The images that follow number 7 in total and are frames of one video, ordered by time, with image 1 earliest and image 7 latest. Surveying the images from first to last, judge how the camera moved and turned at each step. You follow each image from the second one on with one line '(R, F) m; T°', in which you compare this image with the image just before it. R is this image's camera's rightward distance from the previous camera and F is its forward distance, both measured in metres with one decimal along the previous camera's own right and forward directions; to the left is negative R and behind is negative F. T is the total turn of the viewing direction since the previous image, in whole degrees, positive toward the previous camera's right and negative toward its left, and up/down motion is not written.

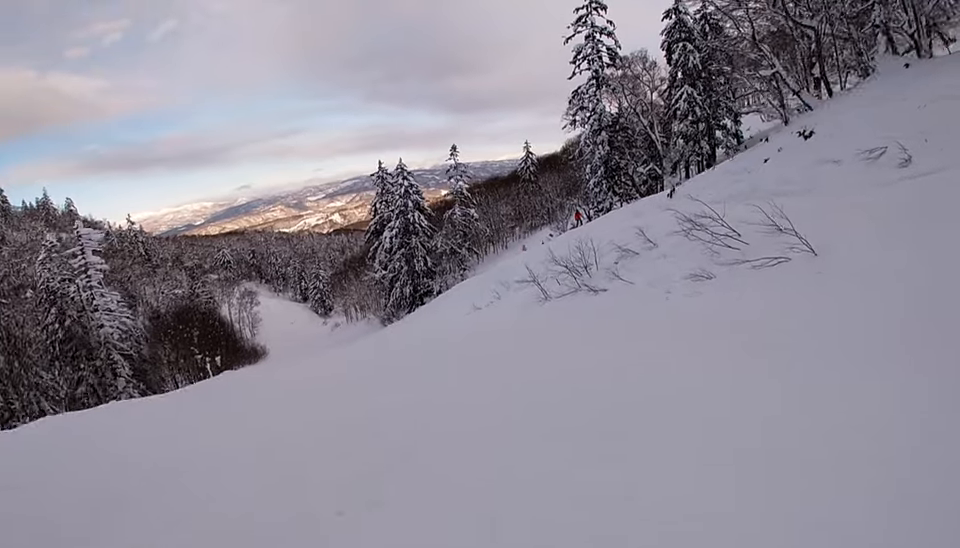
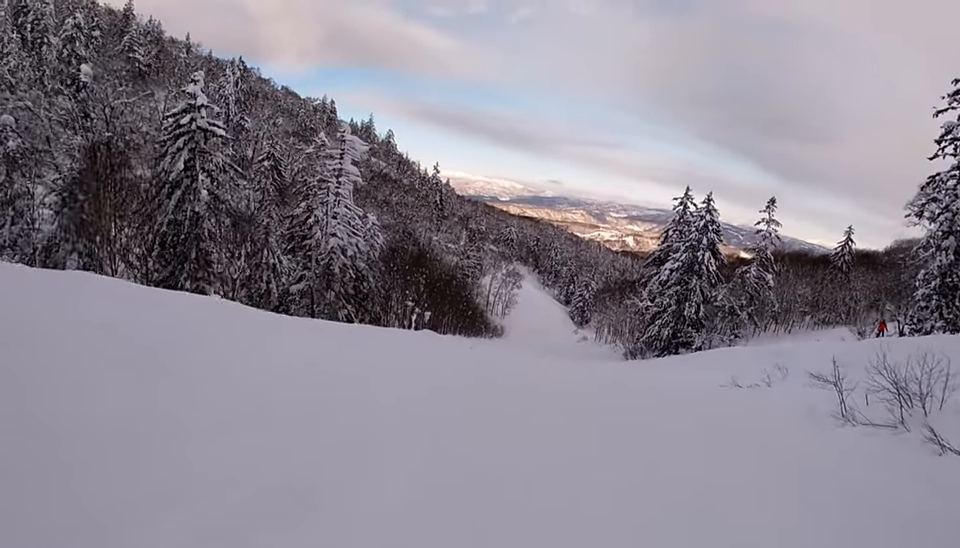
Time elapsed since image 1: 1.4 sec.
(-0.7, +8.5) m; -11°
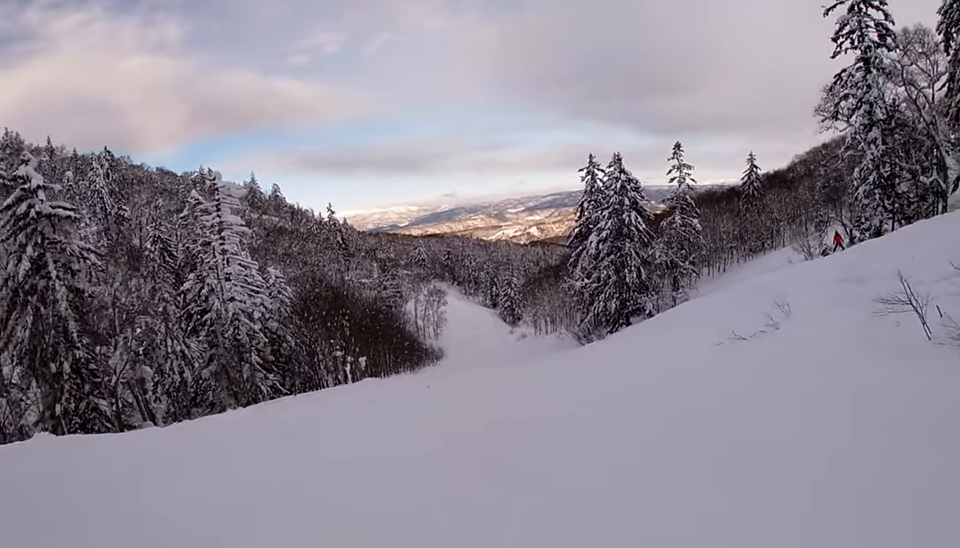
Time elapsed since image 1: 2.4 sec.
(-0.6, +5.8) m; +6°
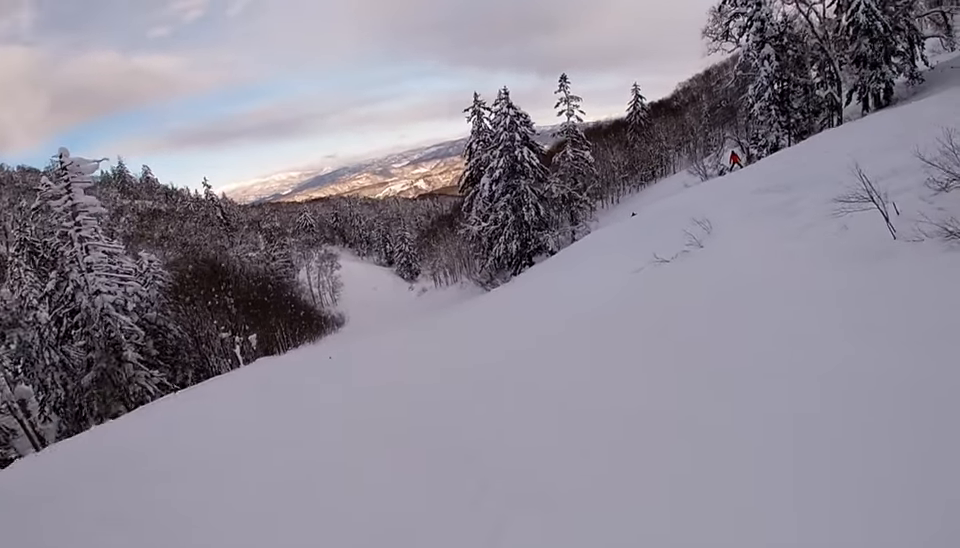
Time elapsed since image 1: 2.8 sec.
(+0.6, +2.3) m; 0°
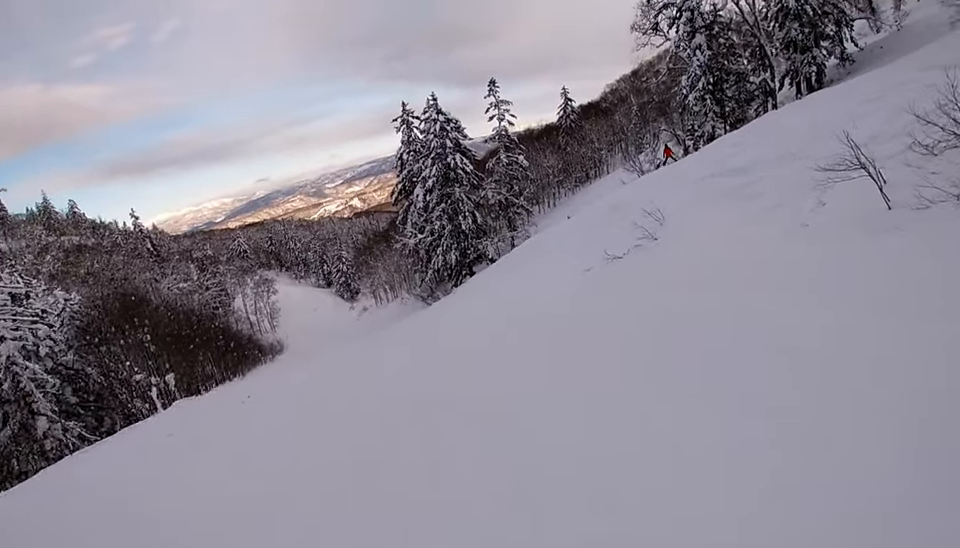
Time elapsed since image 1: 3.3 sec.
(+0.7, +2.4) m; 0°
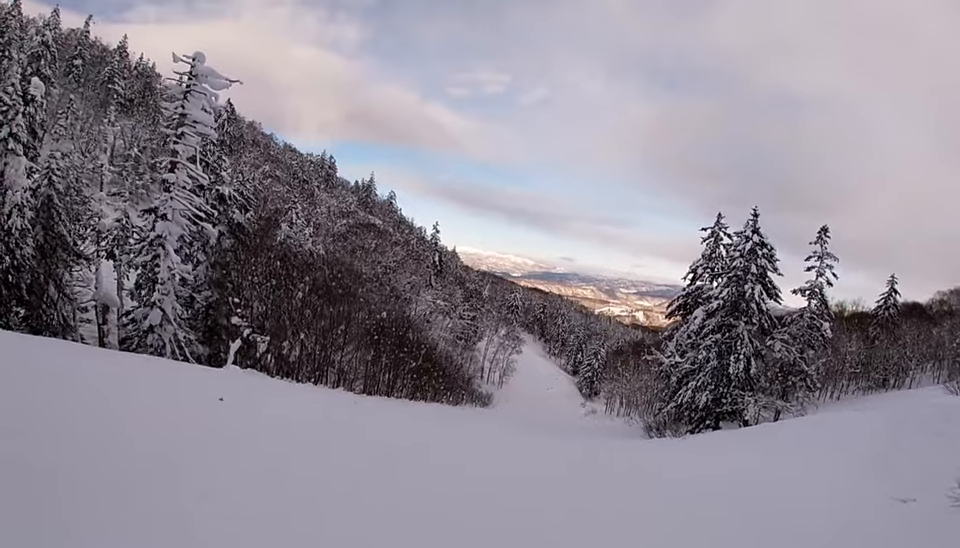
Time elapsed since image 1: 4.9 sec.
(-1.5, +9.7) m; -4°
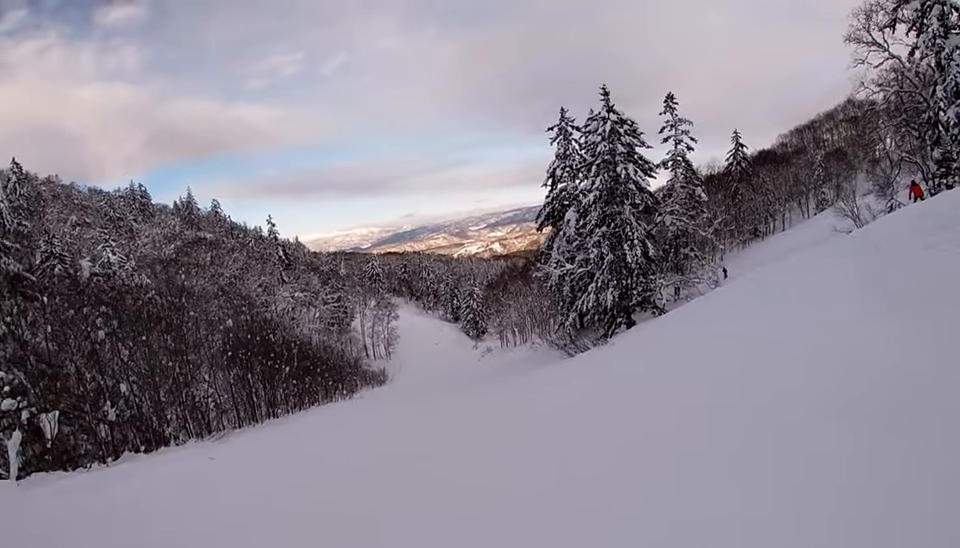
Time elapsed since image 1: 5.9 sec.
(+0.4, +6.0) m; +12°
